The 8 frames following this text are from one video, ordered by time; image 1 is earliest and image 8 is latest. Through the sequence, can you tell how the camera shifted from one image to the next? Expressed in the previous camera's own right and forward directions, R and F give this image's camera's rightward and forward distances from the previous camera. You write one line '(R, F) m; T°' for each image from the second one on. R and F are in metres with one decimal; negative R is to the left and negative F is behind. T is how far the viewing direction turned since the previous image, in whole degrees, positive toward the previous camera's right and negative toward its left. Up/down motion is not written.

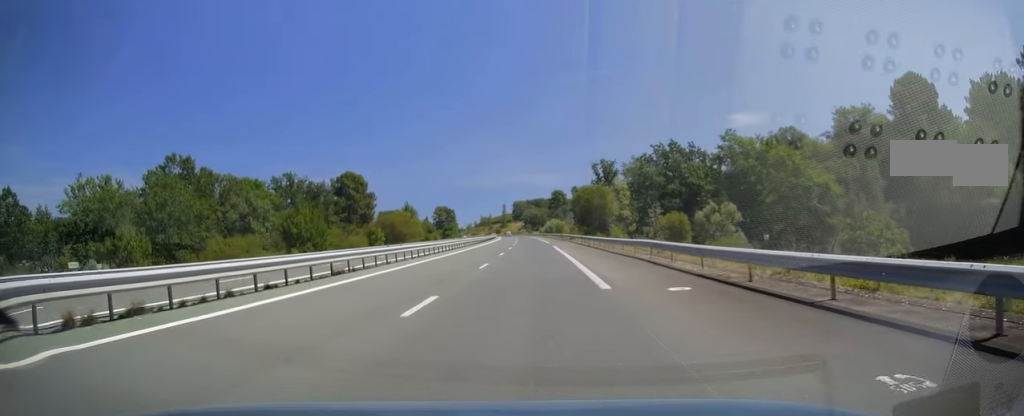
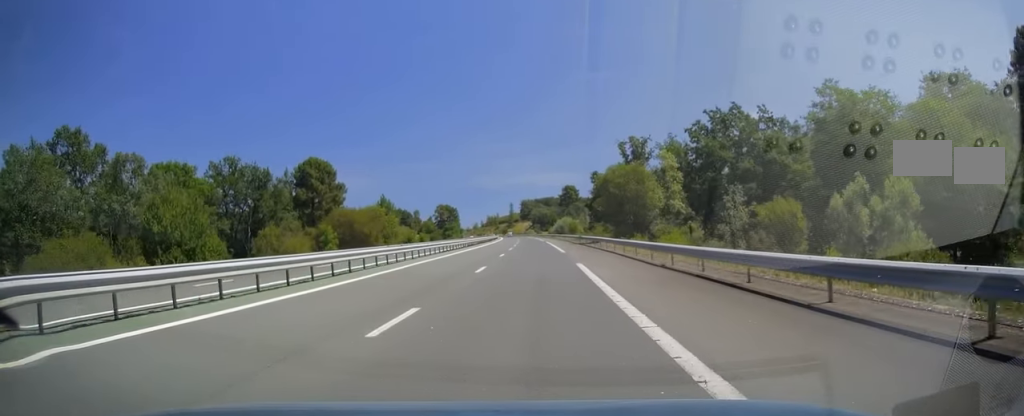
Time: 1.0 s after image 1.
(-0.4, +27.9) m; -1°
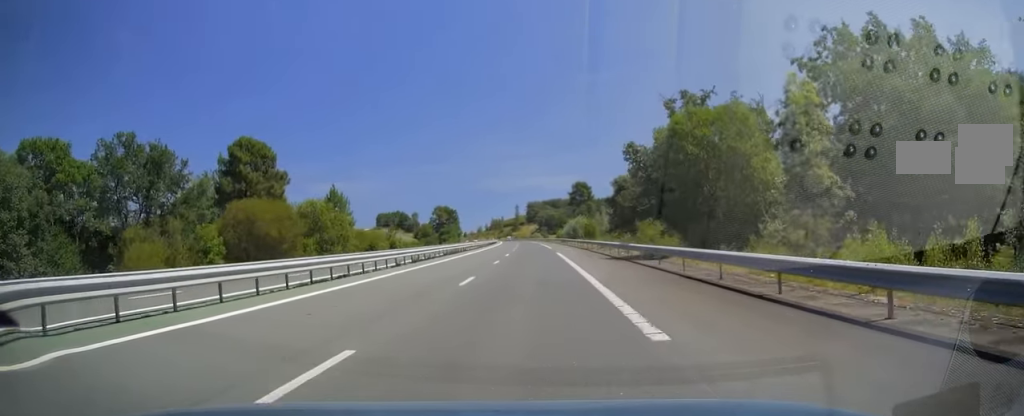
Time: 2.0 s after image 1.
(+0.1, +29.9) m; -1°
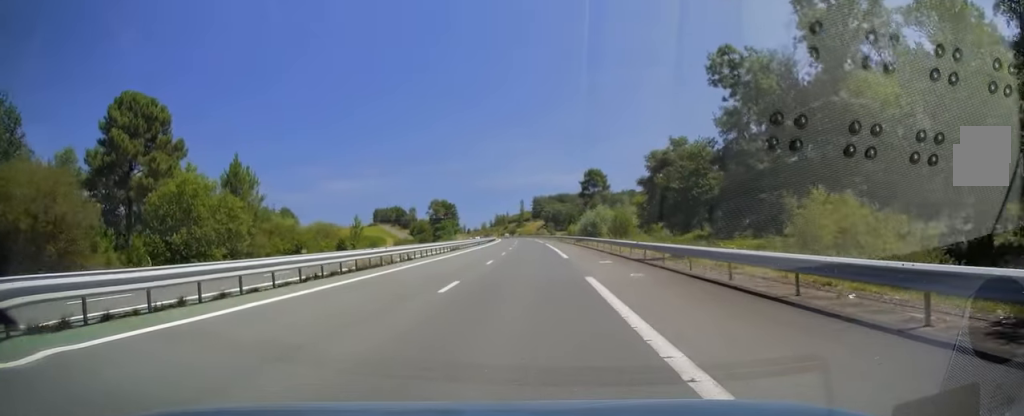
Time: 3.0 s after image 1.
(-0.4, +28.9) m; -1°
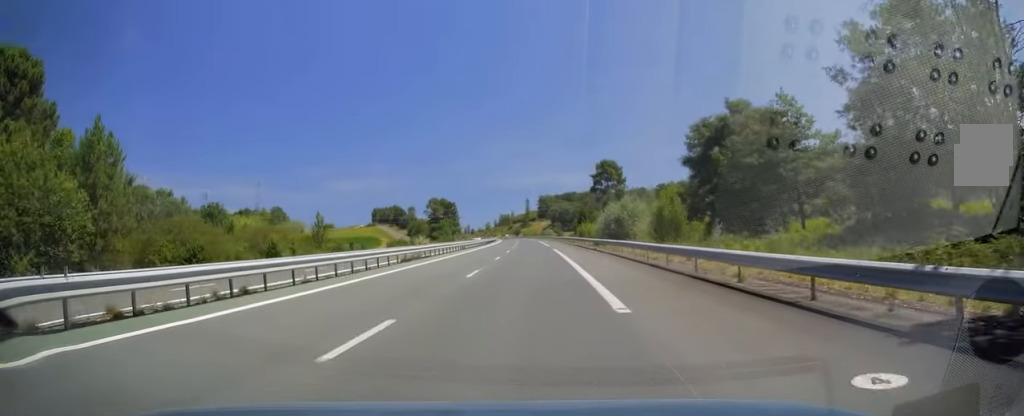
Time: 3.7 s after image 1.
(-0.2, +20.7) m; -1°
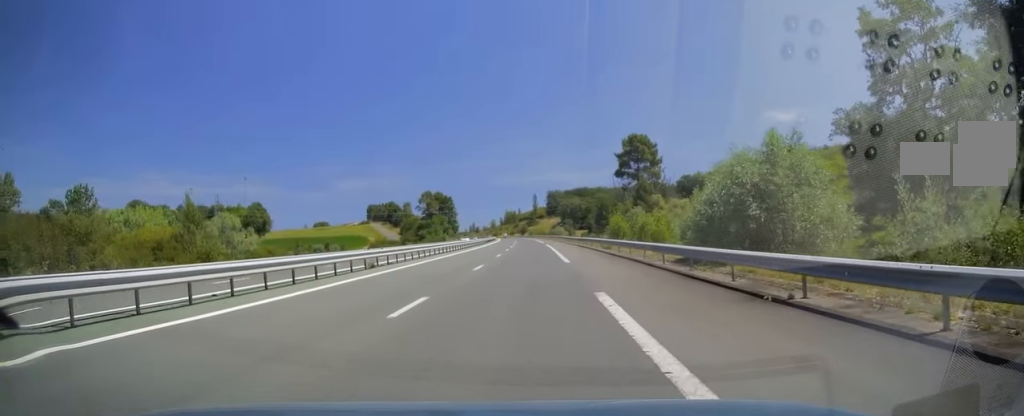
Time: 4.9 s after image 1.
(0.0, +35.8) m; 0°
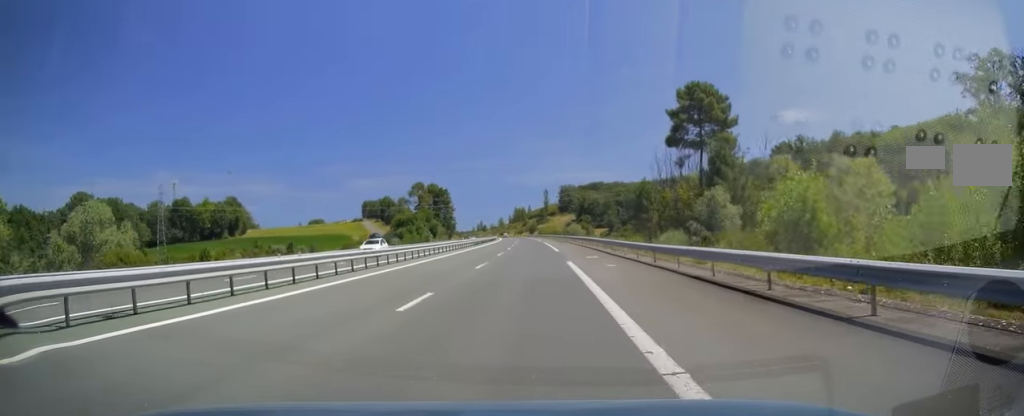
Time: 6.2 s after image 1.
(-0.1, +38.2) m; -1°
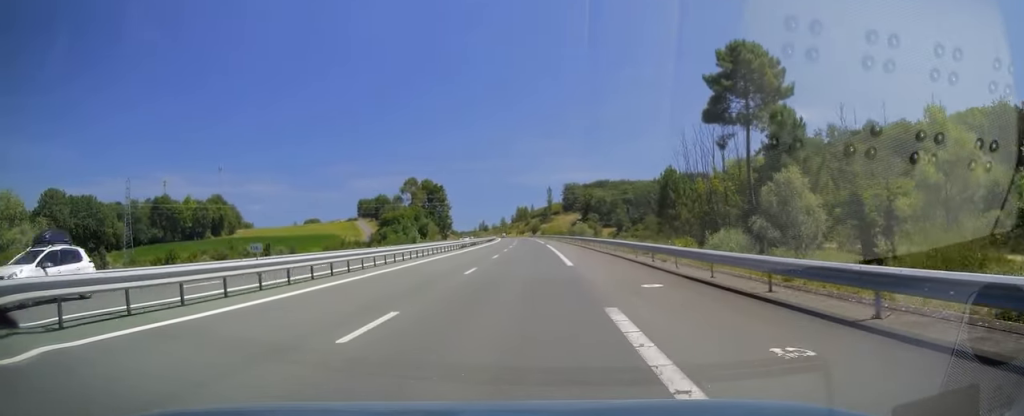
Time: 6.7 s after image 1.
(0.0, +16.2) m; -1°
